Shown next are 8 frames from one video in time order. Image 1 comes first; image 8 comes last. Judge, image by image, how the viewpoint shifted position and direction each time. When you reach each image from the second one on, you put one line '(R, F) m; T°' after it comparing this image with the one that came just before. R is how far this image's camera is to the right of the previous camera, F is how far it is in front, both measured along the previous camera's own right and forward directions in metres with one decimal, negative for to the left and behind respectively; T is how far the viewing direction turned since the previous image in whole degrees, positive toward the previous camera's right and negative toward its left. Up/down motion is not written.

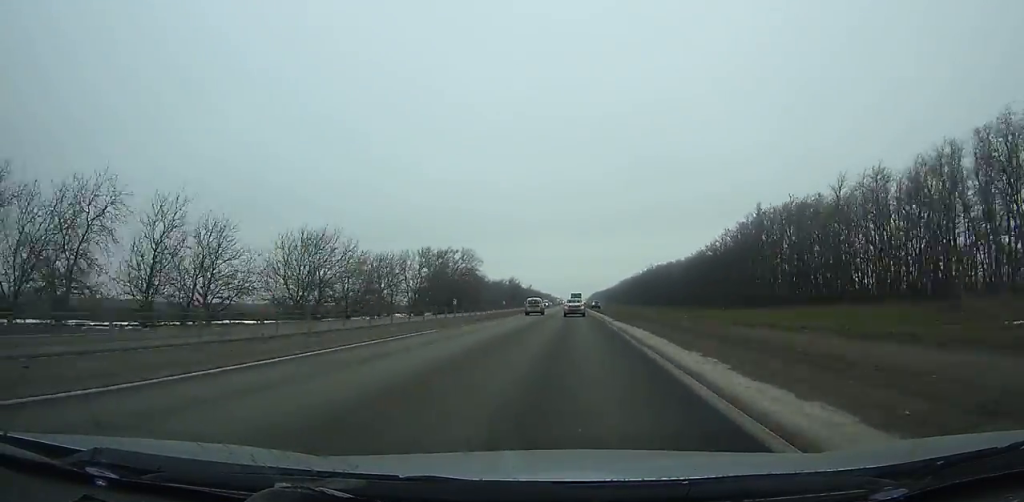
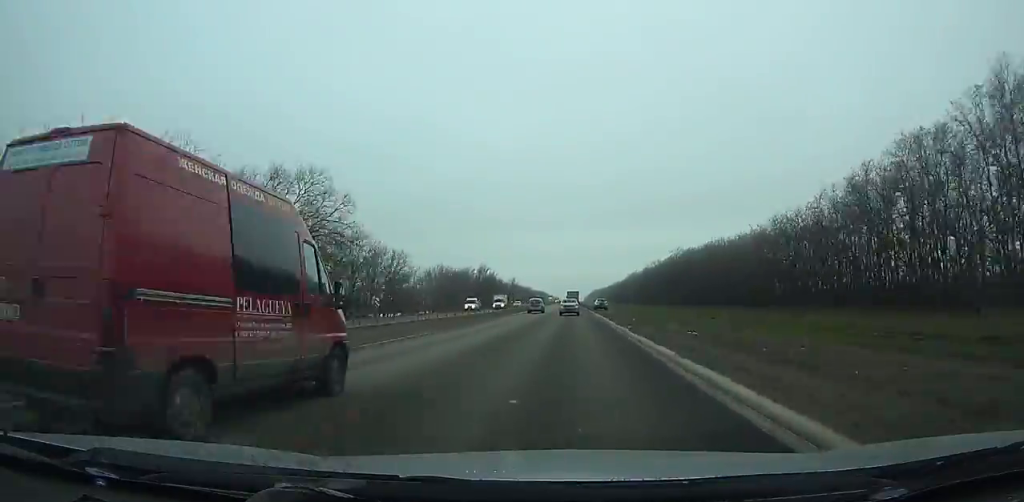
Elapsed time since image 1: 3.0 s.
(+0.2, +76.9) m; 0°
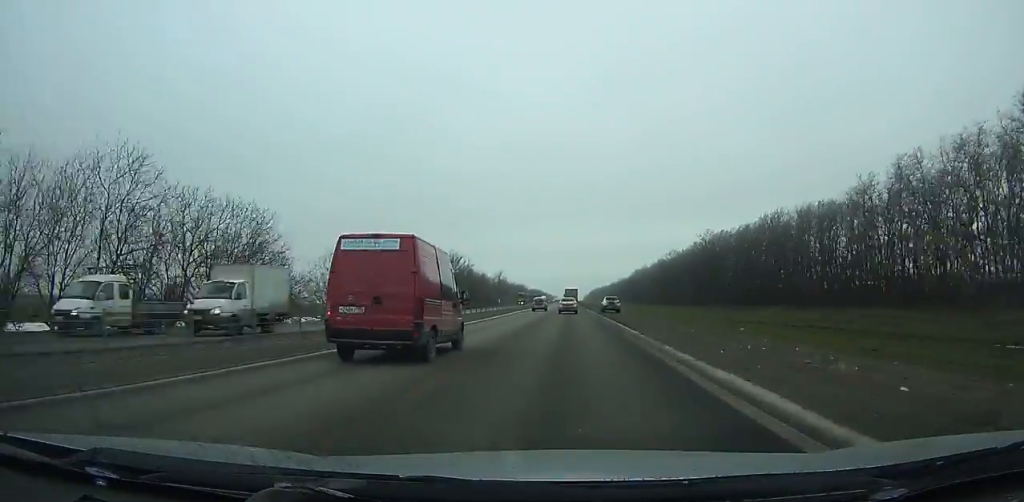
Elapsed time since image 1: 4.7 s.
(-0.1, +43.6) m; 0°
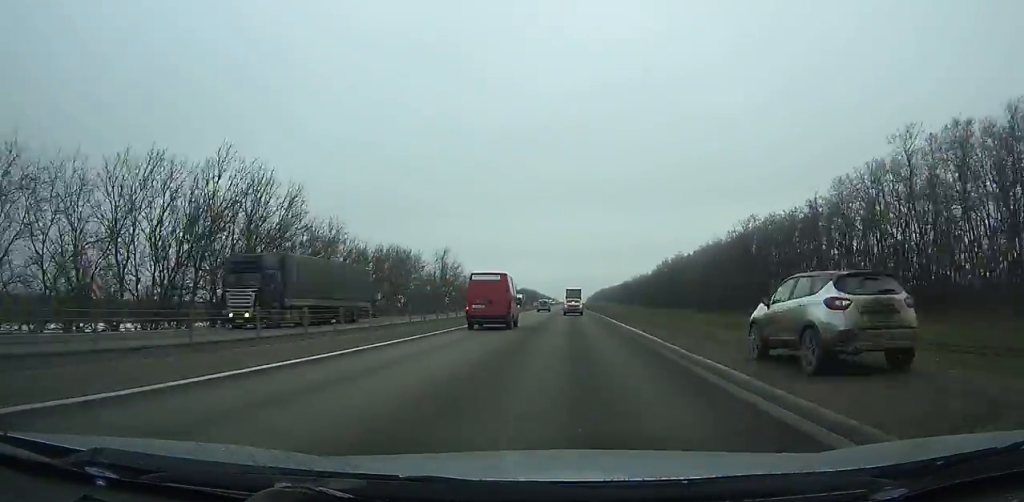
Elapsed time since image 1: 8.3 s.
(0.0, +91.5) m; 0°
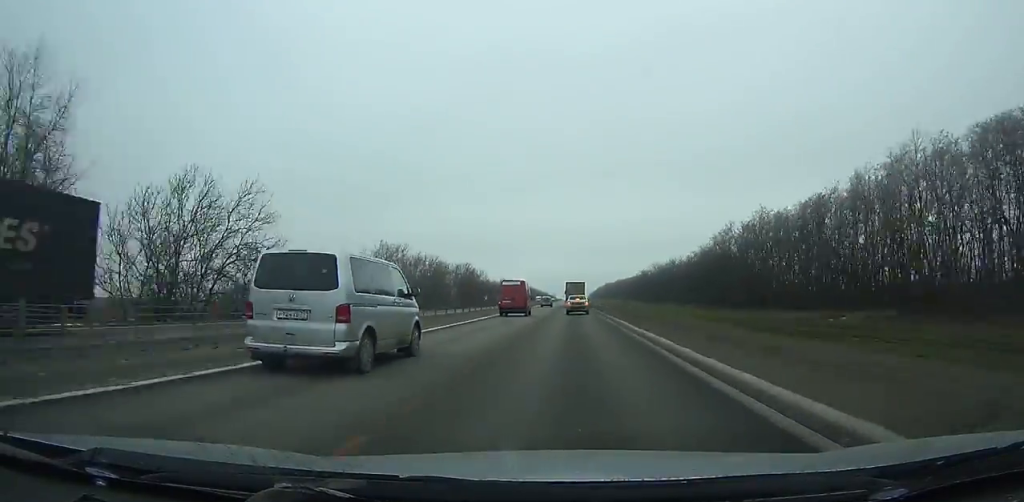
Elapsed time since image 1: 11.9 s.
(+0.2, +88.9) m; -1°
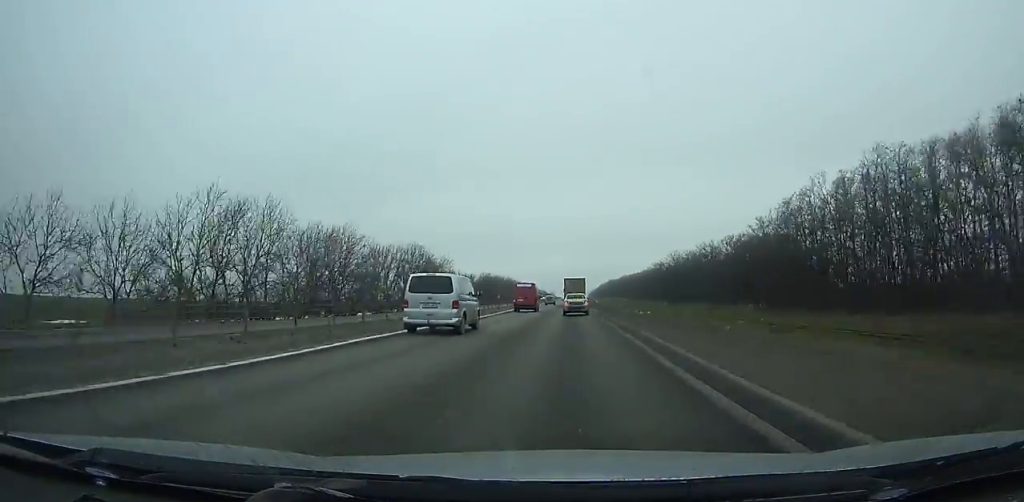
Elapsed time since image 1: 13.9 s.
(-0.6, +47.5) m; 0°
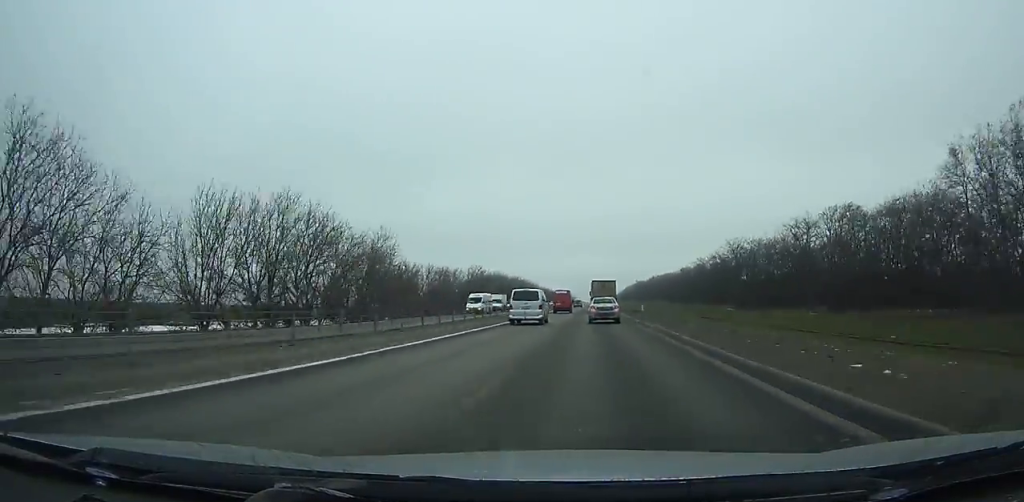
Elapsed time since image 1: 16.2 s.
(-0.3, +53.9) m; 0°
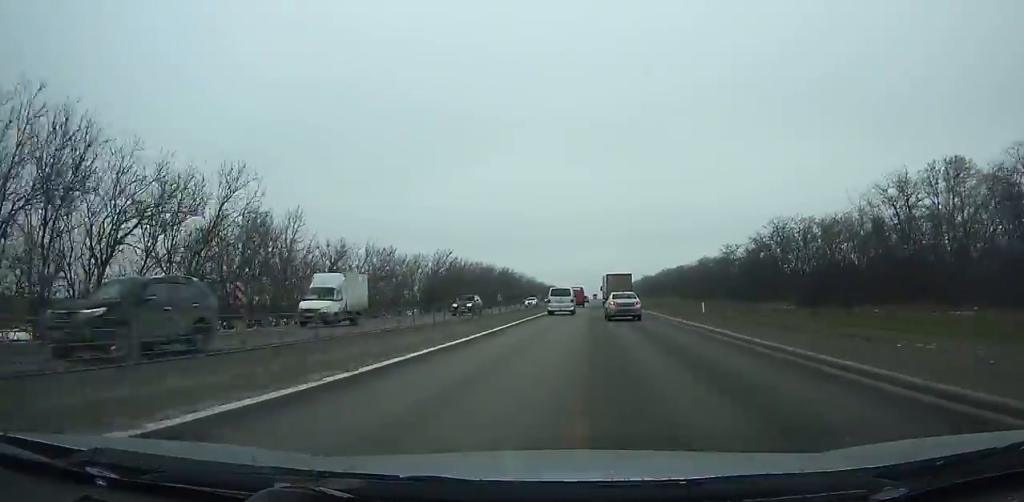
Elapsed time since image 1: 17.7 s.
(-0.1, +34.8) m; 0°
